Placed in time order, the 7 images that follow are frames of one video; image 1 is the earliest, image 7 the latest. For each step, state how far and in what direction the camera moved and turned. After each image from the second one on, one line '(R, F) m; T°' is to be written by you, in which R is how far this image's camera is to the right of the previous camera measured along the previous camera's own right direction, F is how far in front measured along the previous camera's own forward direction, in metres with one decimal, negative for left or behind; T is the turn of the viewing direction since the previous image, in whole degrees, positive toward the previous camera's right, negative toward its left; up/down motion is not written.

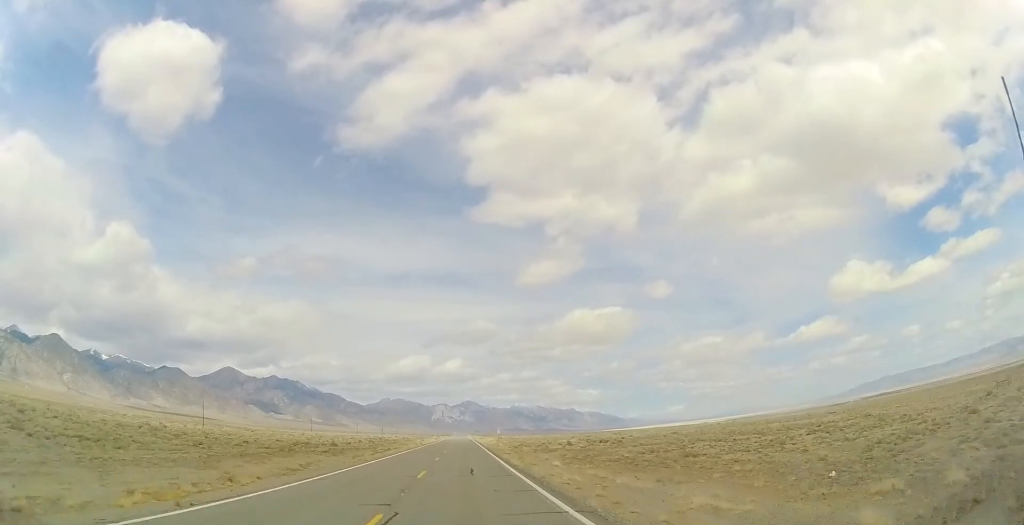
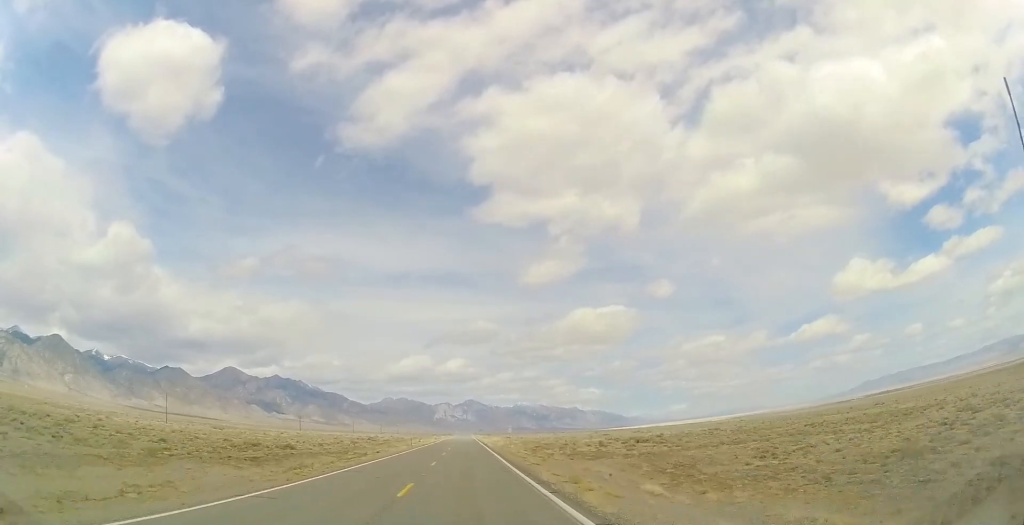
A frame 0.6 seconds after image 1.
(+0.2, +17.8) m; 0°
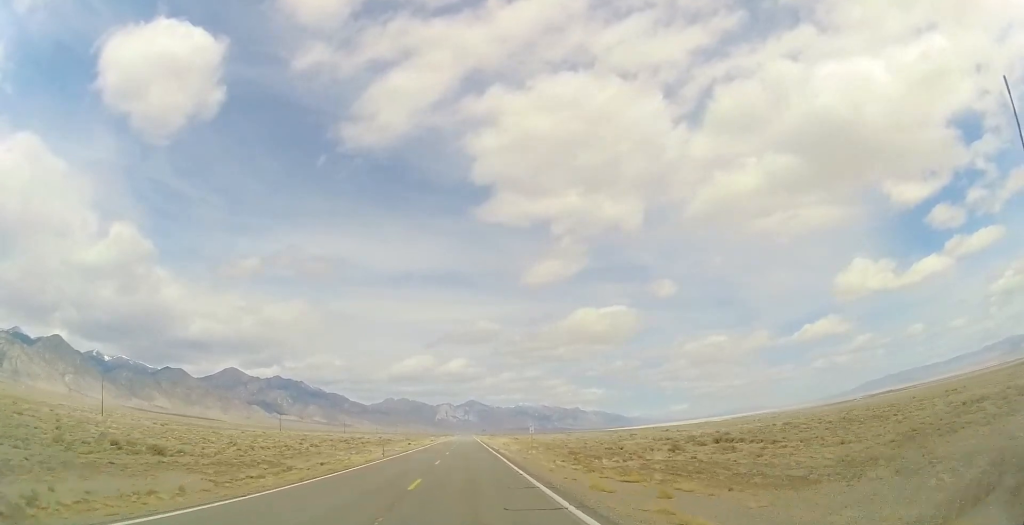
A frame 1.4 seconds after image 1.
(+0.1, +22.6) m; 0°
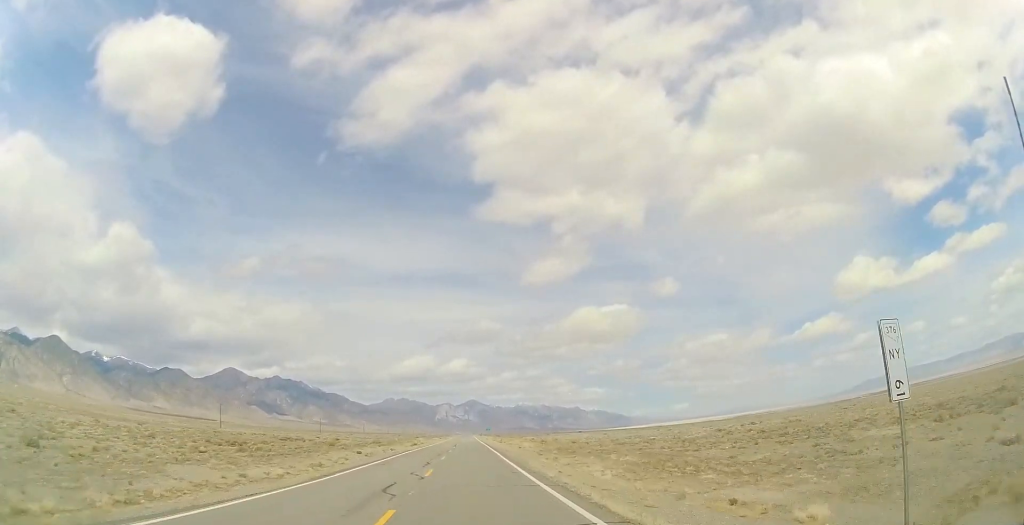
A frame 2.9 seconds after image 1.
(-0.4, +43.9) m; 0°
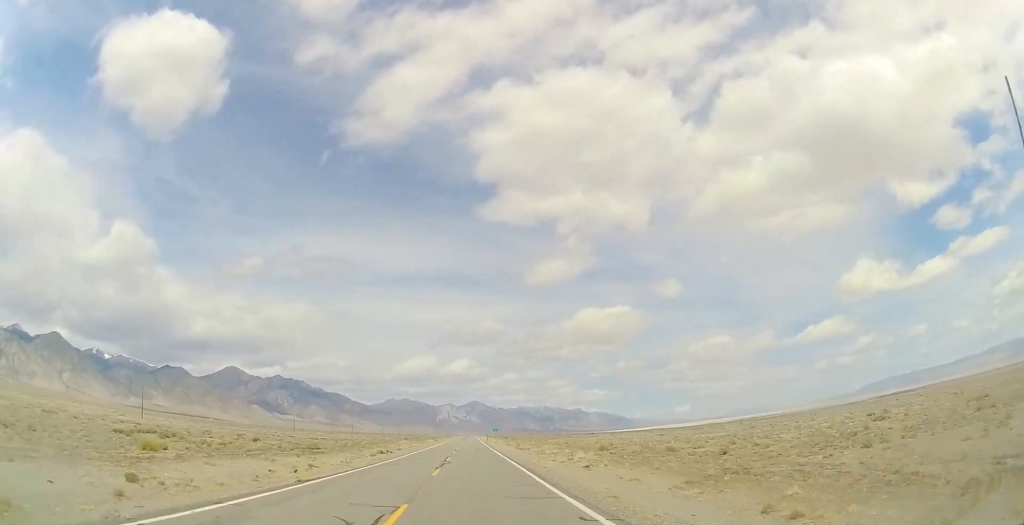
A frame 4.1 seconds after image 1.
(+0.4, +35.7) m; 0°
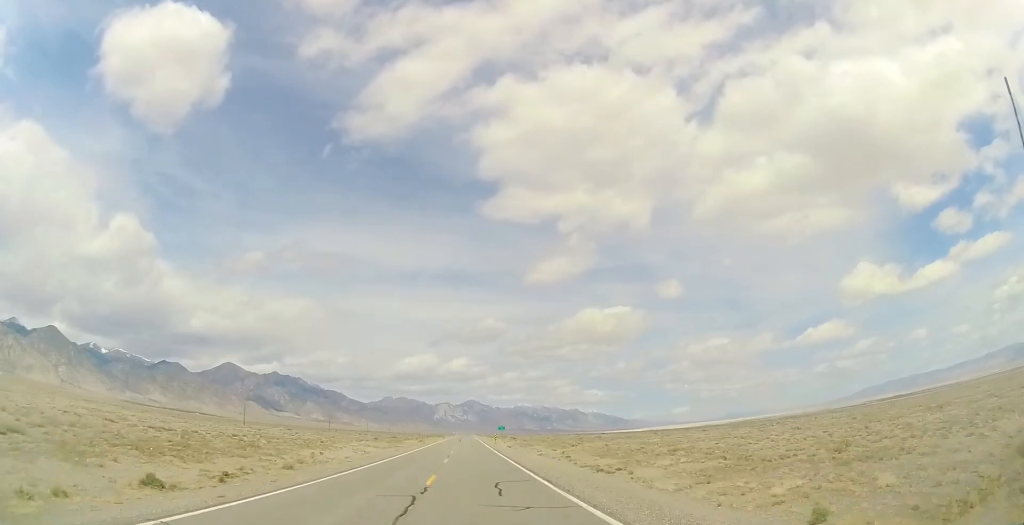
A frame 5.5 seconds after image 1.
(-0.9, +40.4) m; -1°
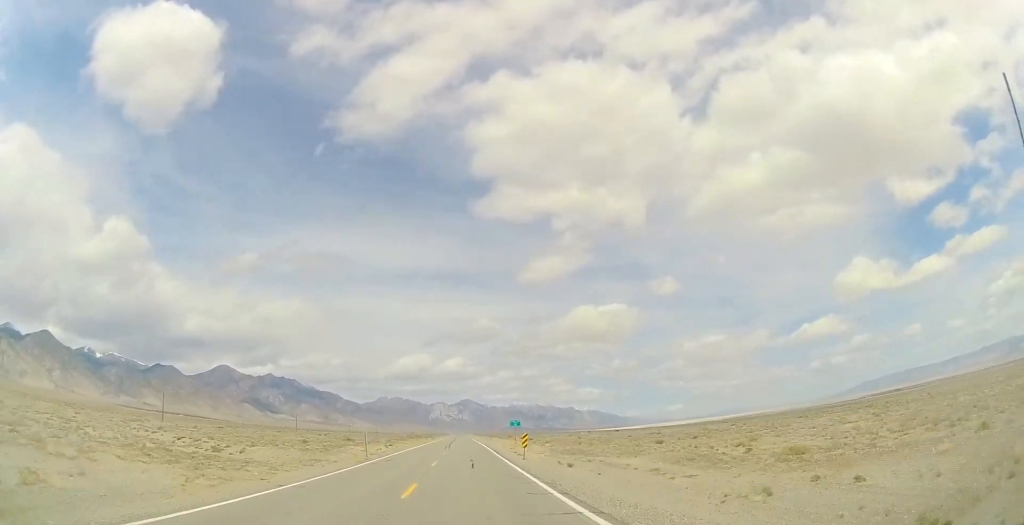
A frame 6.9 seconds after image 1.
(+0.6, +40.5) m; +1°
